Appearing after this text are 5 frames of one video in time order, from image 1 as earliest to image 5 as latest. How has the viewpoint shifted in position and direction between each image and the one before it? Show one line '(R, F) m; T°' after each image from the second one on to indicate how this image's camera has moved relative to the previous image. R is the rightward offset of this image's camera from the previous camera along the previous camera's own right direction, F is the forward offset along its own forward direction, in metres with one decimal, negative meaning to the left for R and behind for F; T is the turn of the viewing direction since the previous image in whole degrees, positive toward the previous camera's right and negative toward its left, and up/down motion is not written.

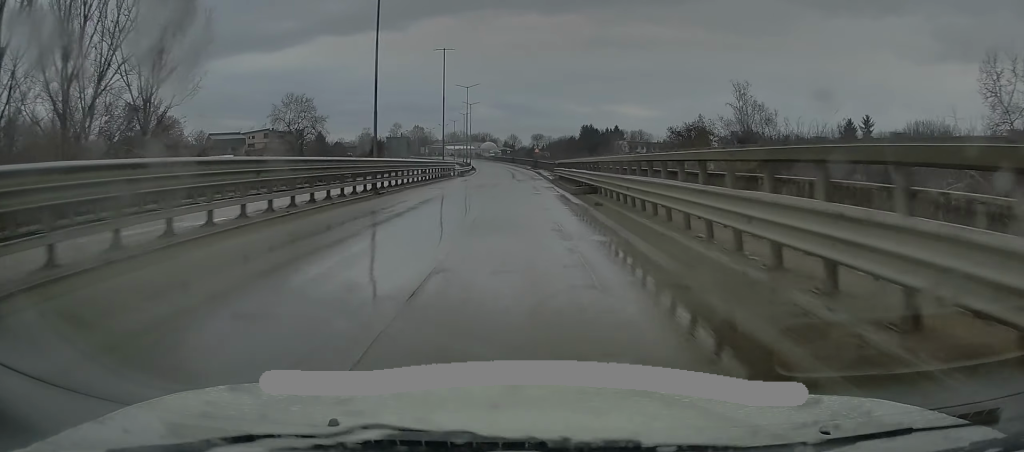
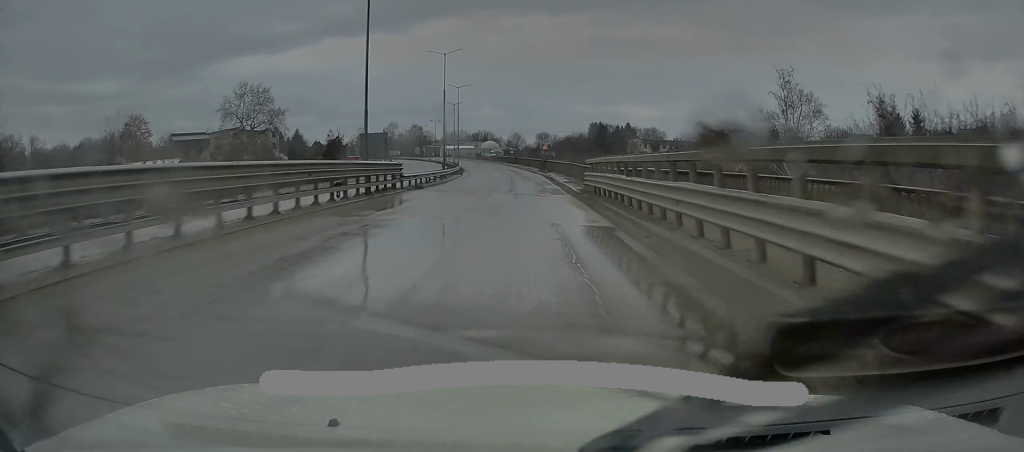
(+0.1, +23.6) m; 0°
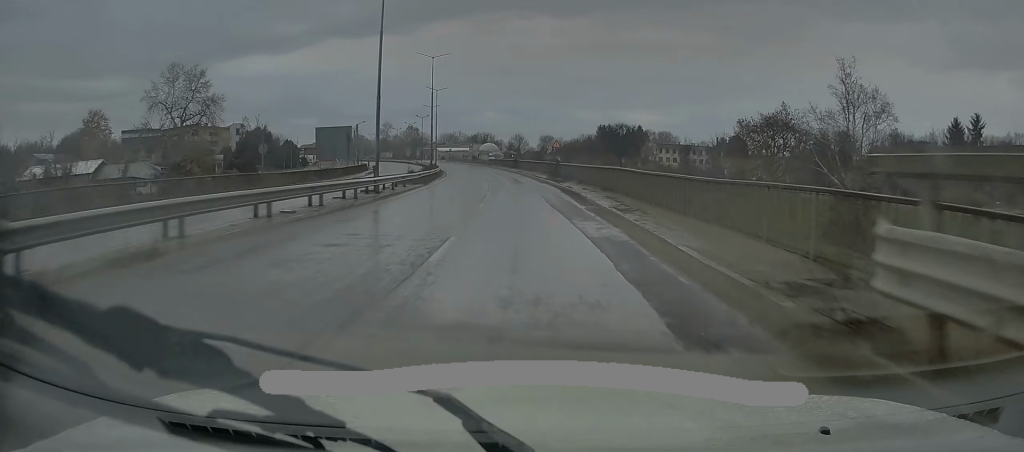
(-0.2, +23.4) m; -1°
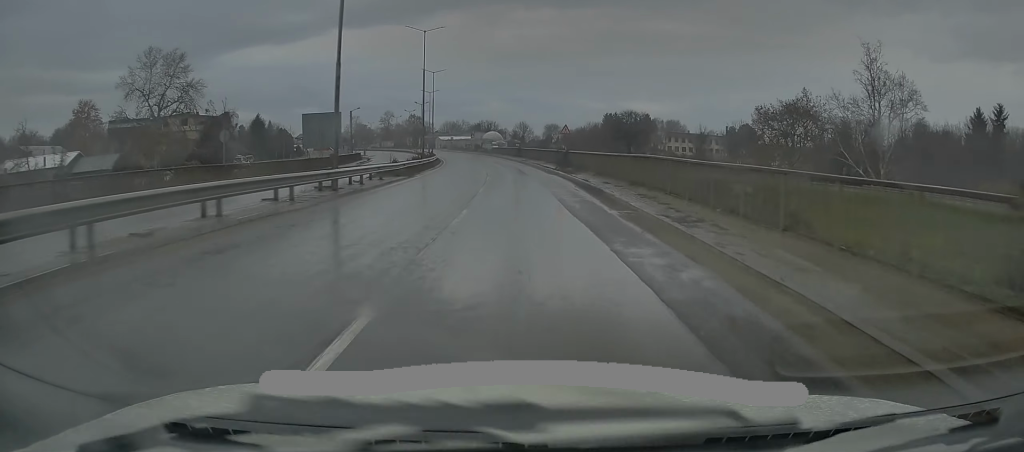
(0.0, +6.6) m; 0°
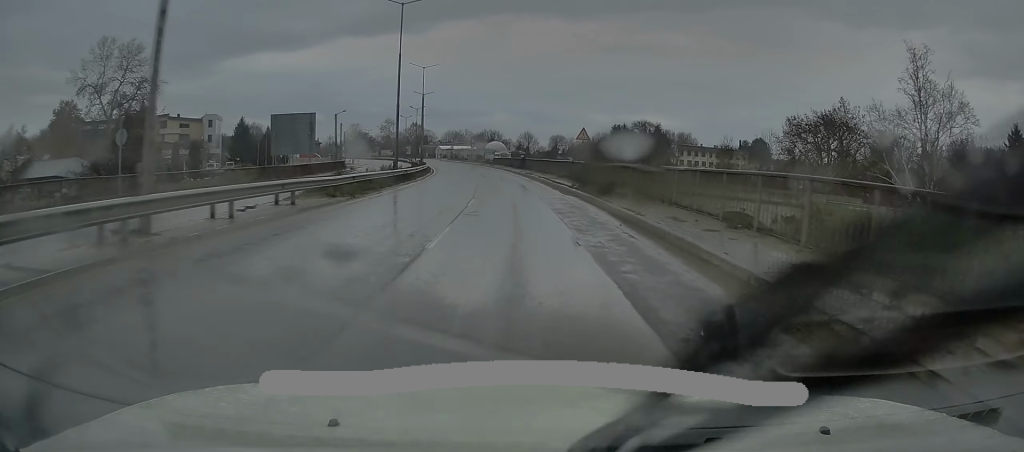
(0.0, +11.1) m; 0°
